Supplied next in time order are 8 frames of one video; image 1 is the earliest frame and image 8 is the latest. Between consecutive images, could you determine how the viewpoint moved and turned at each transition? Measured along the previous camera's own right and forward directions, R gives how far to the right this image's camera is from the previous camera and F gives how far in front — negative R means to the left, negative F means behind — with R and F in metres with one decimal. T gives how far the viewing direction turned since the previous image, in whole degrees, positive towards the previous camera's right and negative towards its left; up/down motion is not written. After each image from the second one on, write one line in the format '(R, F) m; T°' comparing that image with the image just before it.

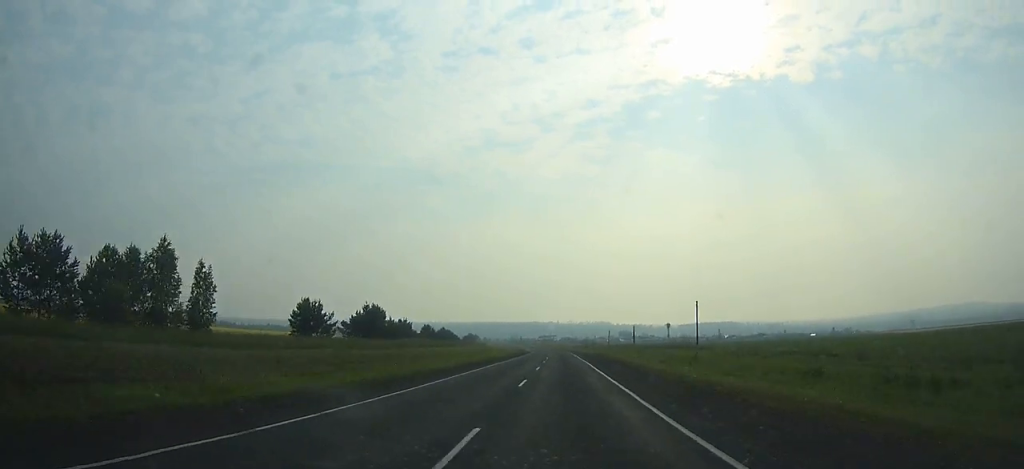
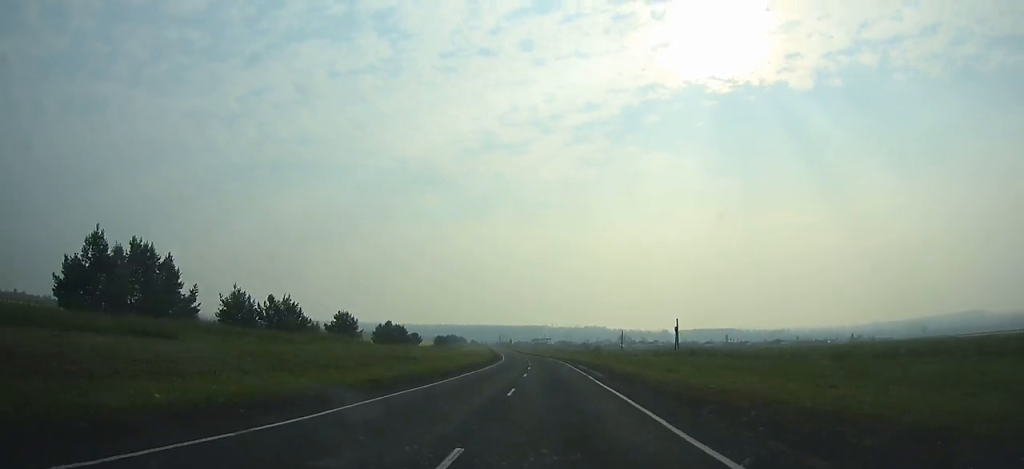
(+0.1, +58.0) m; -1°
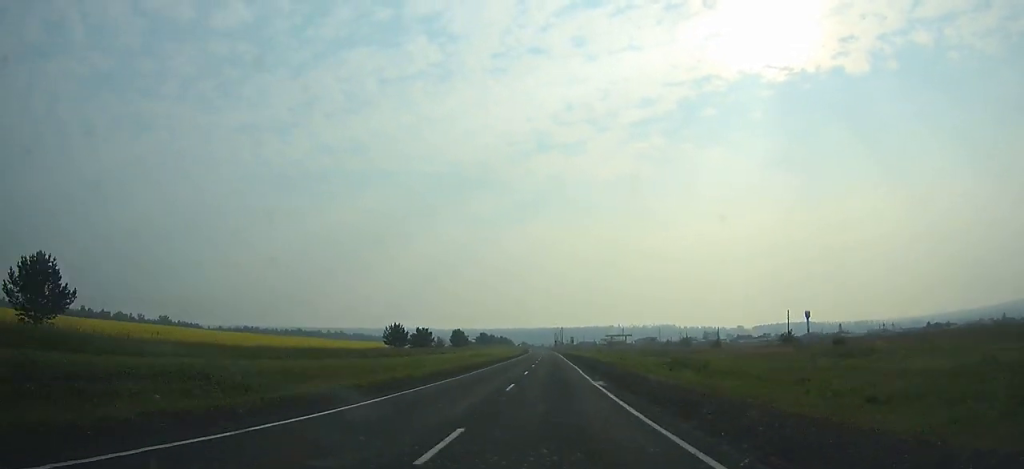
(-5.9, +146.2) m; -5°
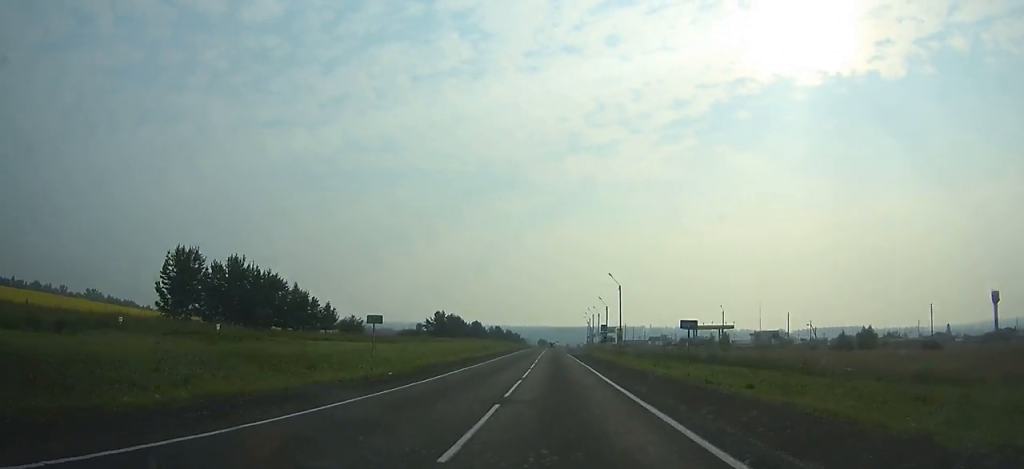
(-3.0, +145.3) m; -2°
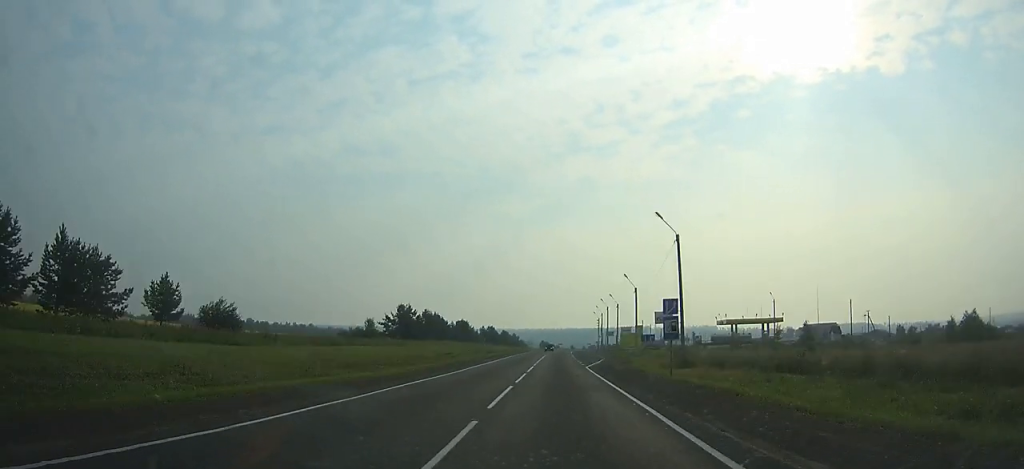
(-0.4, +33.4) m; 0°
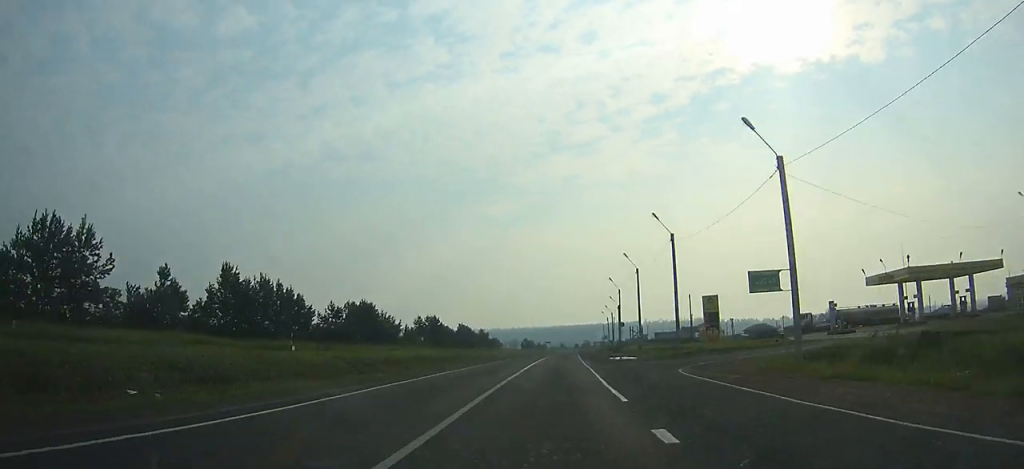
(0.0, +71.1) m; +1°
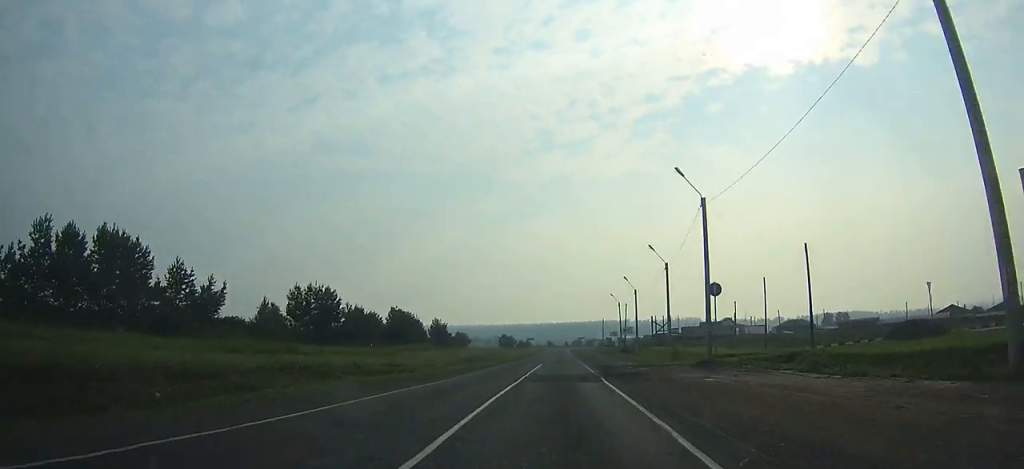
(+0.3, +48.2) m; +1°
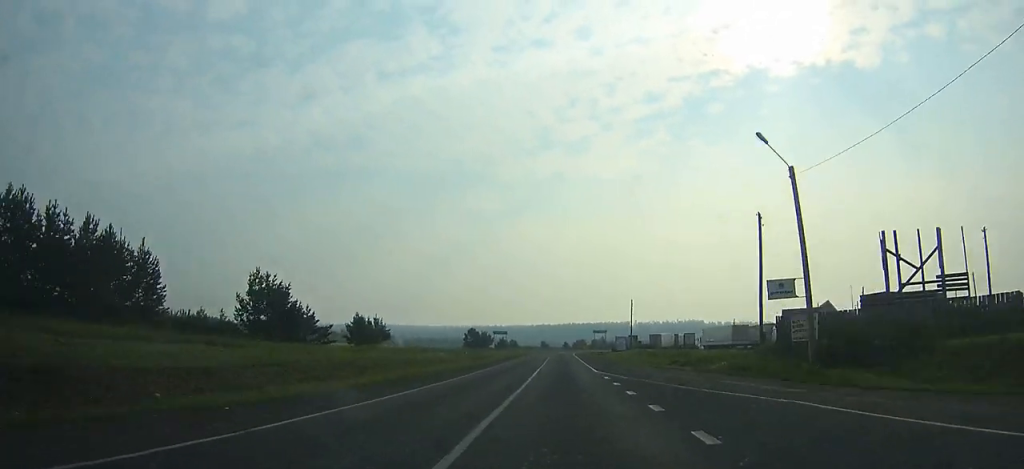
(+0.8, +71.0) m; +1°
